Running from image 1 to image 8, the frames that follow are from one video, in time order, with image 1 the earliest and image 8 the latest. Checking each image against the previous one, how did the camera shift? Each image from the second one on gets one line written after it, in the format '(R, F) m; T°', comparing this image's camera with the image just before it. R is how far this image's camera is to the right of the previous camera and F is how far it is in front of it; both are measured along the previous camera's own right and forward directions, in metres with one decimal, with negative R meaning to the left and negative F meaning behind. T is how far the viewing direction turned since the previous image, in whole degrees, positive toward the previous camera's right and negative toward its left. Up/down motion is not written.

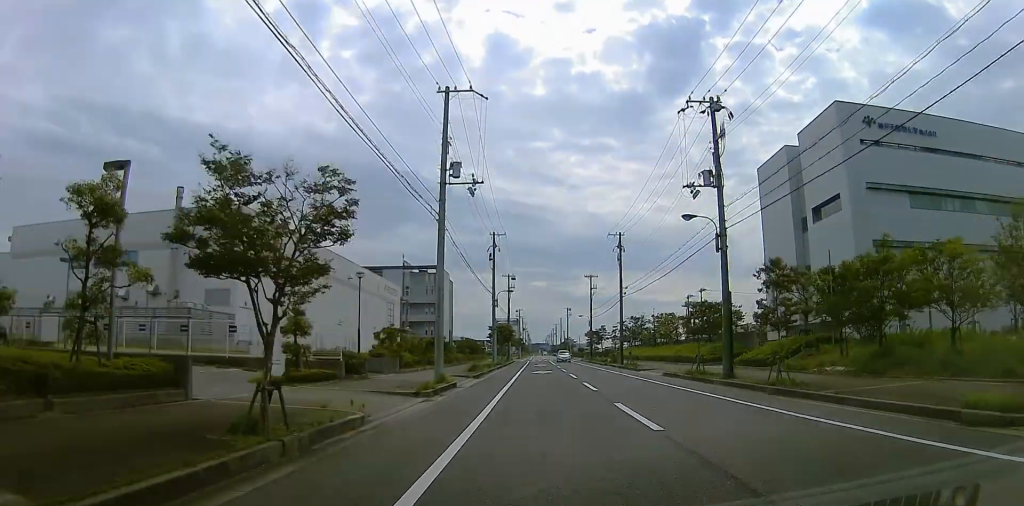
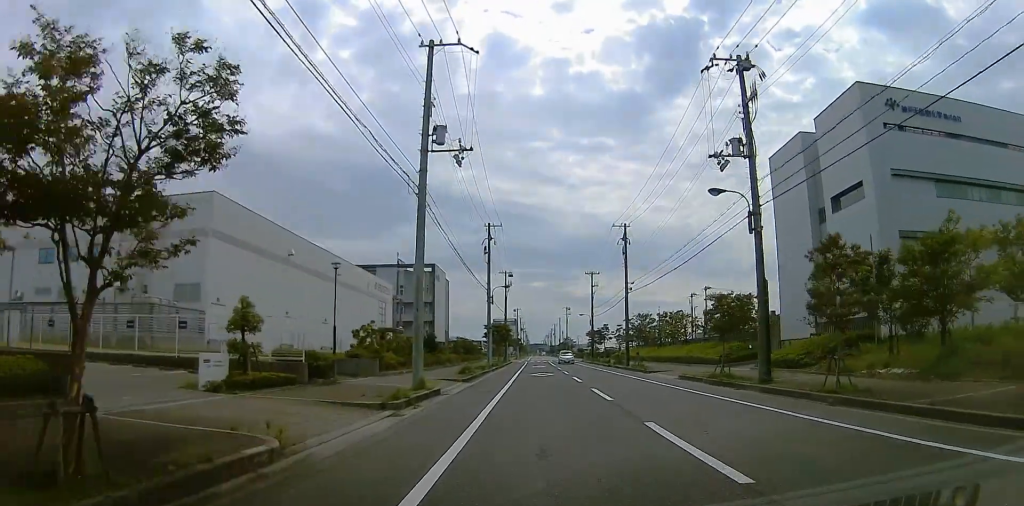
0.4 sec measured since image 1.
(+0.1, +3.8) m; +4°
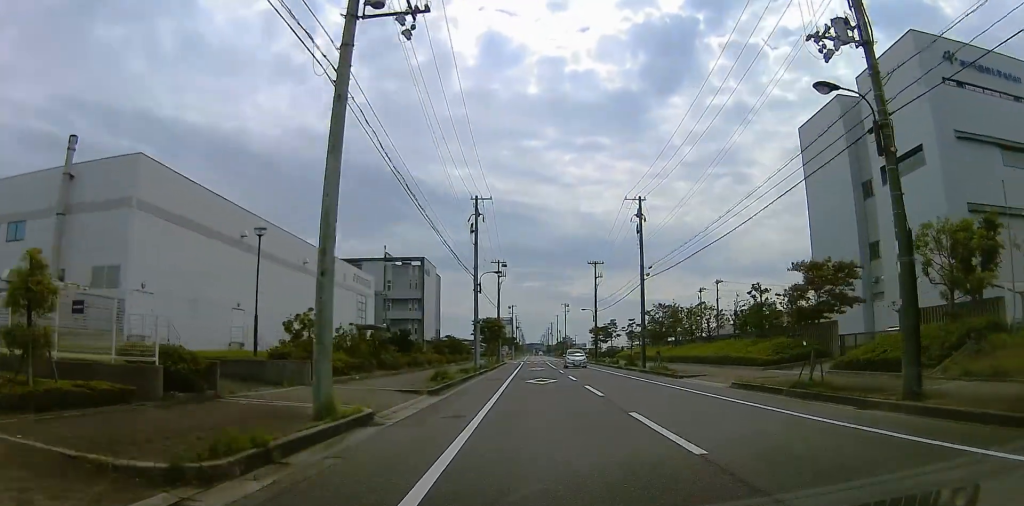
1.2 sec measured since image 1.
(+0.5, +8.3) m; -5°
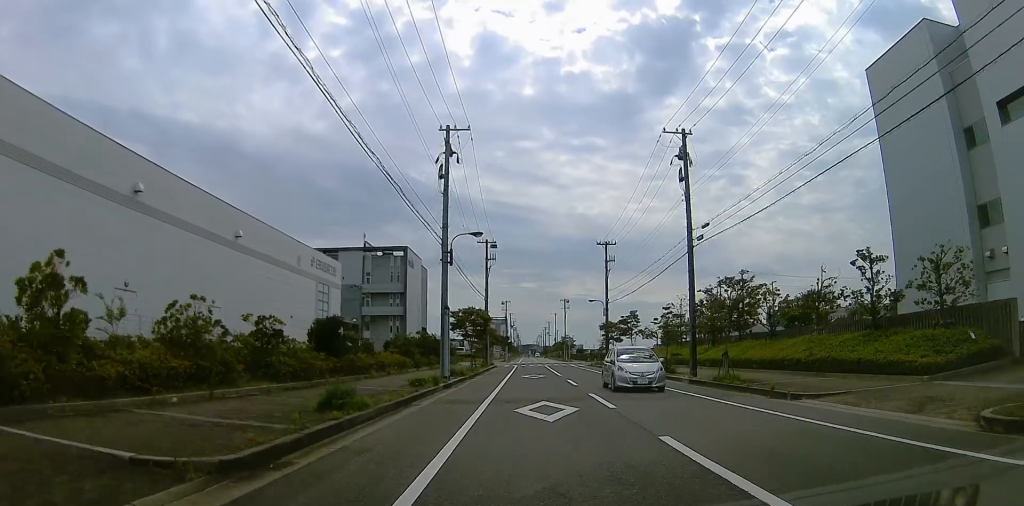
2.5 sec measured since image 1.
(-1.7, +12.8) m; -2°
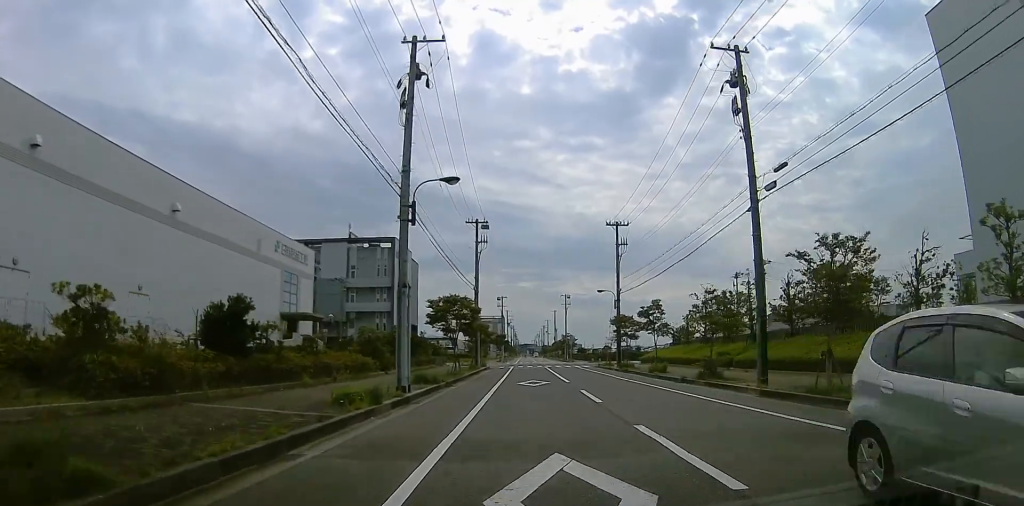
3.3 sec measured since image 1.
(+1.5, +8.5) m; +2°
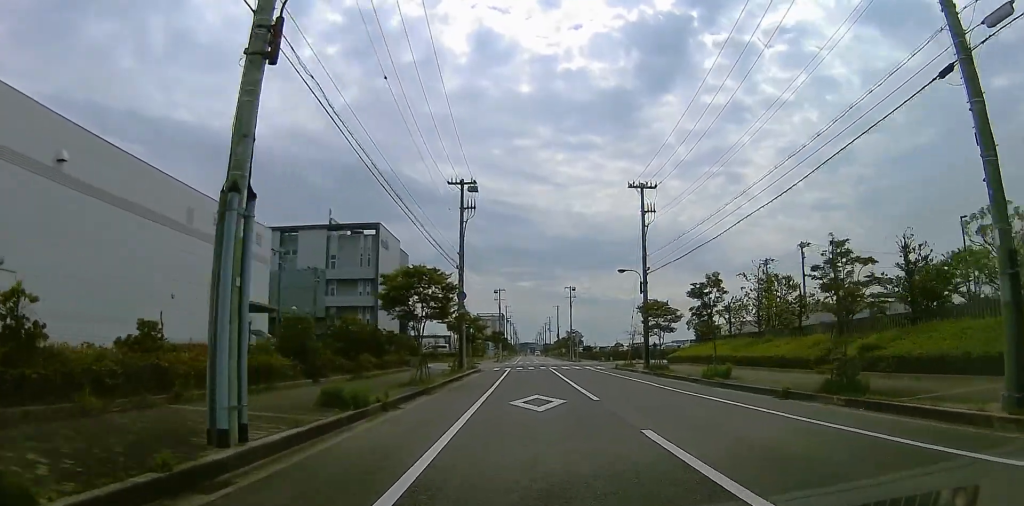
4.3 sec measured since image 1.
(-0.8, +11.1) m; +1°
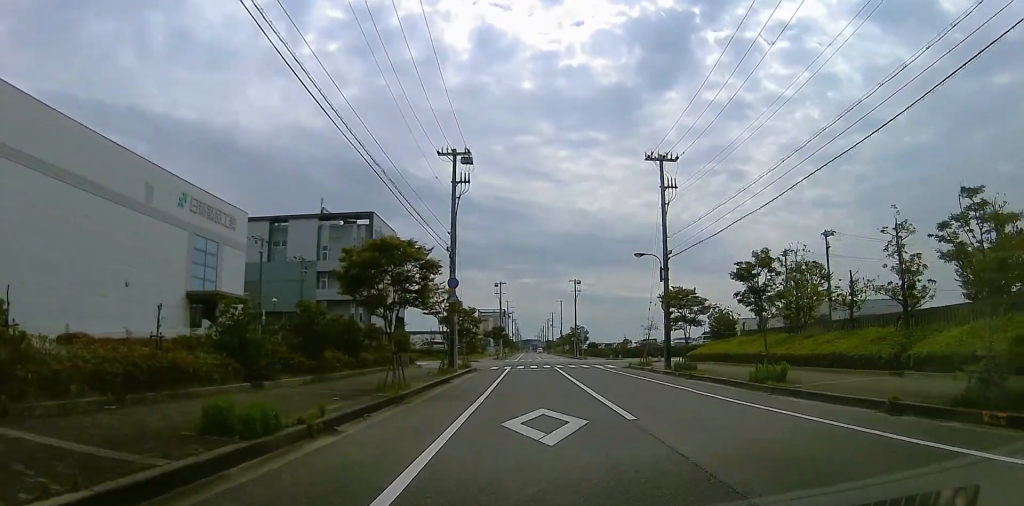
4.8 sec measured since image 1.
(+0.2, +5.1) m; -1°
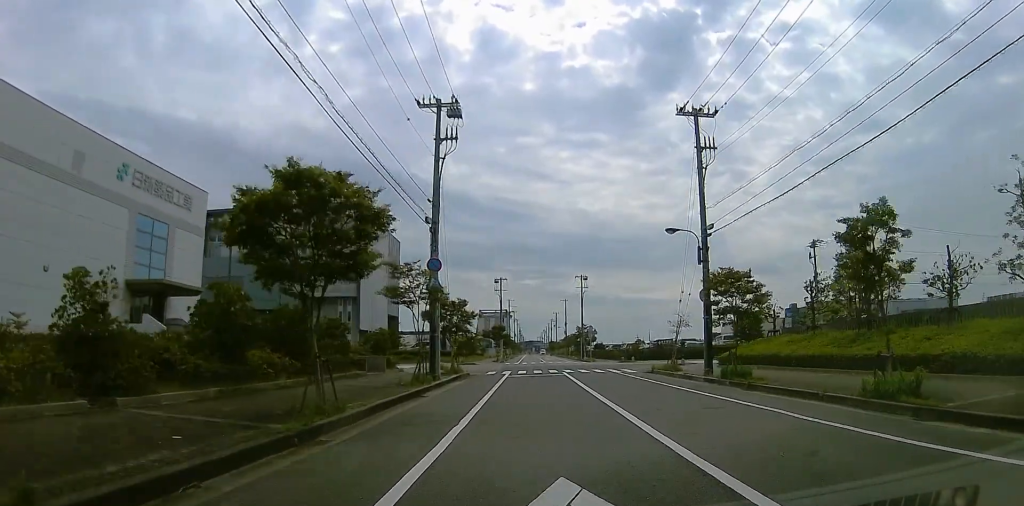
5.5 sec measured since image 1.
(+1.0, +7.0) m; -2°
